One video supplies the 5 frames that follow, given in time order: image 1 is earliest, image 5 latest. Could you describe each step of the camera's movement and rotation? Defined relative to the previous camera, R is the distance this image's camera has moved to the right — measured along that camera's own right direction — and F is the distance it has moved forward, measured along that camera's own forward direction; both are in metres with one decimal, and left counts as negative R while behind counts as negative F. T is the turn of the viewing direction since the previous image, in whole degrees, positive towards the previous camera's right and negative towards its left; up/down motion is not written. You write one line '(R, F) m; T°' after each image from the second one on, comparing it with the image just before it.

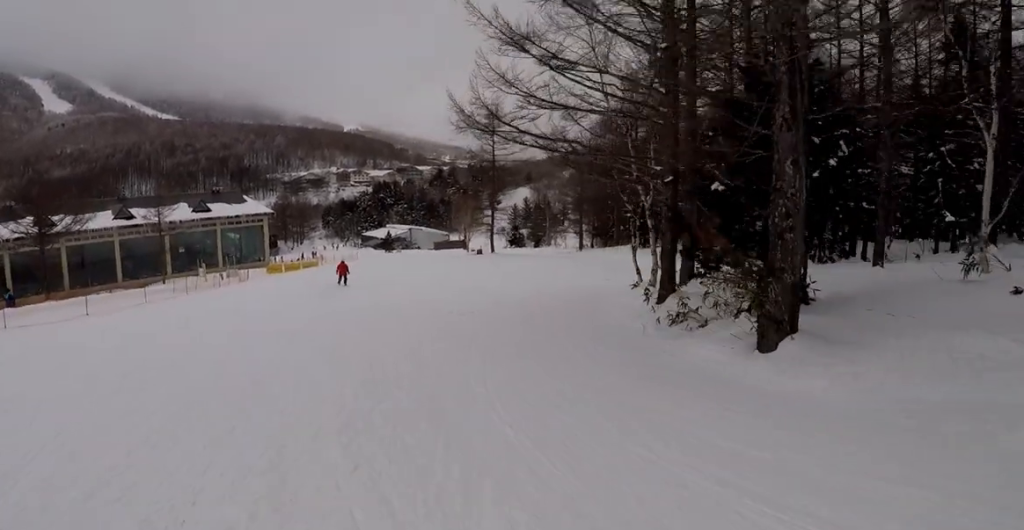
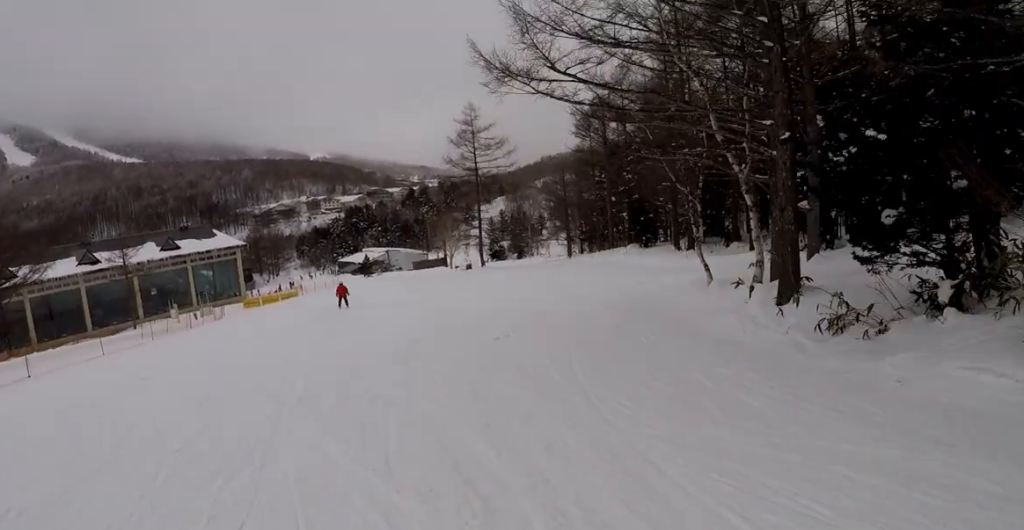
(0.0, +4.9) m; +1°
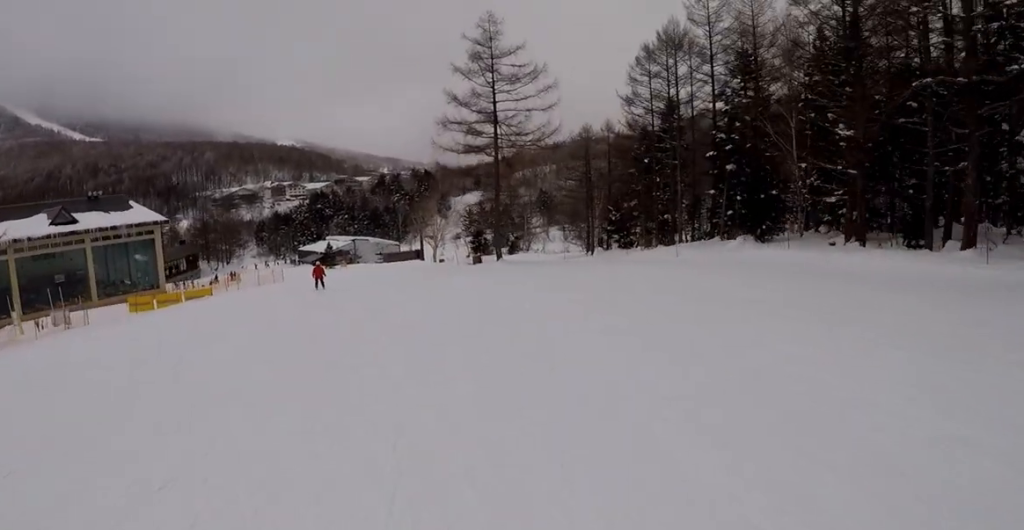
(+4.4, +22.9) m; +11°
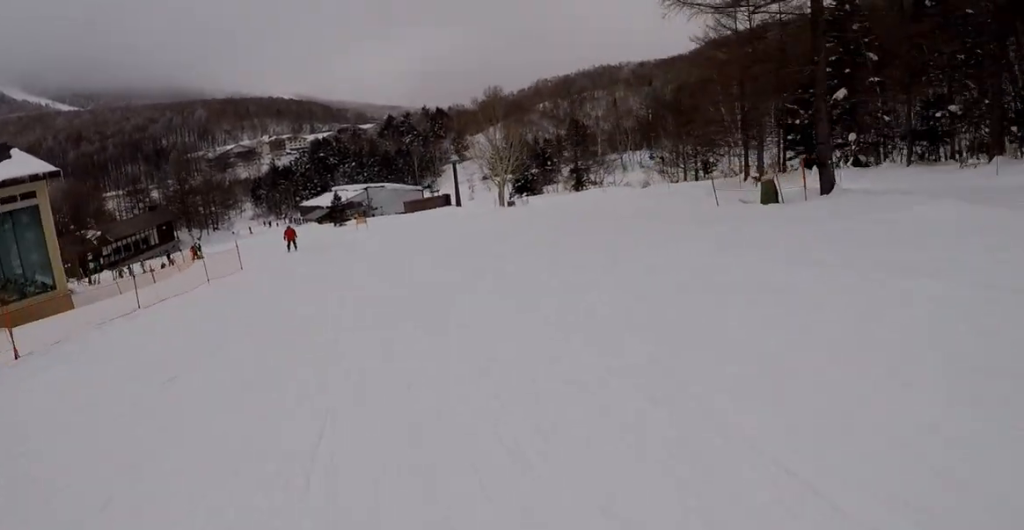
(-3.2, +30.2) m; +3°
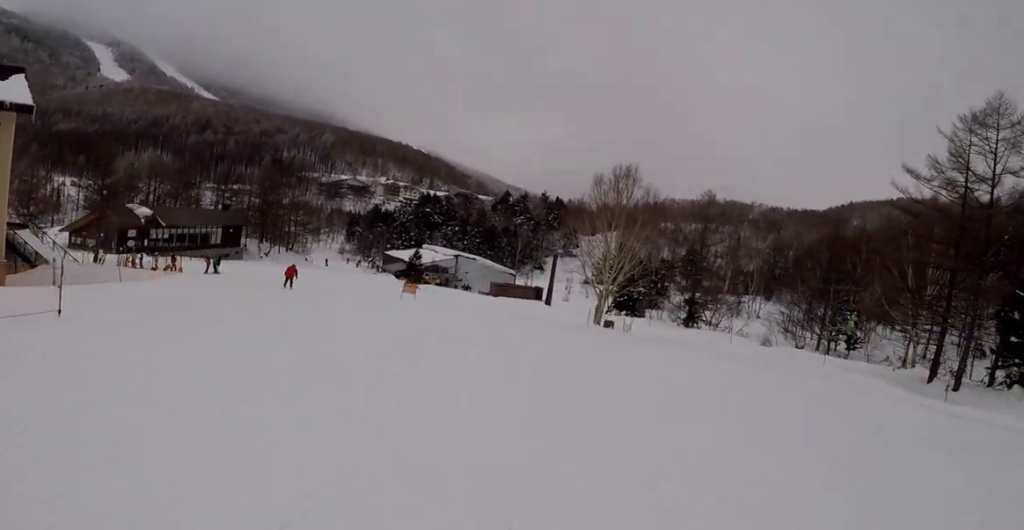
(+2.0, +14.0) m; -3°
